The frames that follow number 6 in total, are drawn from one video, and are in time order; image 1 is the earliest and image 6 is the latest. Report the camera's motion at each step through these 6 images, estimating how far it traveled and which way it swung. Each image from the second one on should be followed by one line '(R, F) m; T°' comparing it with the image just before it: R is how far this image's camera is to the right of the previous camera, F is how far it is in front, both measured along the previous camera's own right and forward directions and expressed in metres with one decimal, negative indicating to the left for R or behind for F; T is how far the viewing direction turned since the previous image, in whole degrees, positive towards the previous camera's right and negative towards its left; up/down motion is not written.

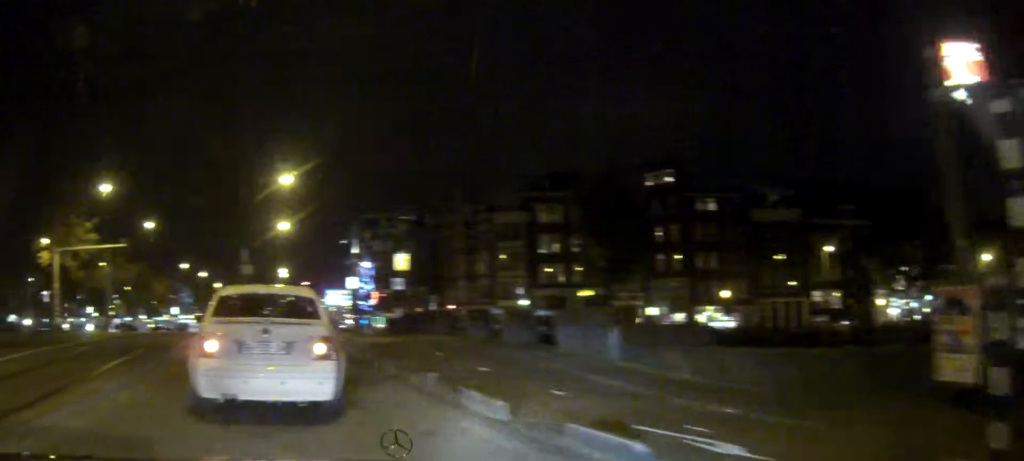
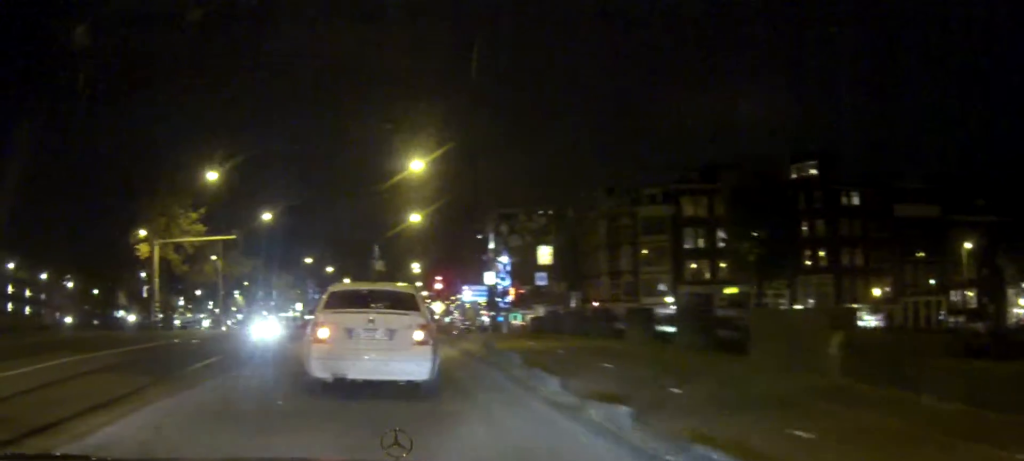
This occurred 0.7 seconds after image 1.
(-0.1, +3.7) m; -2°
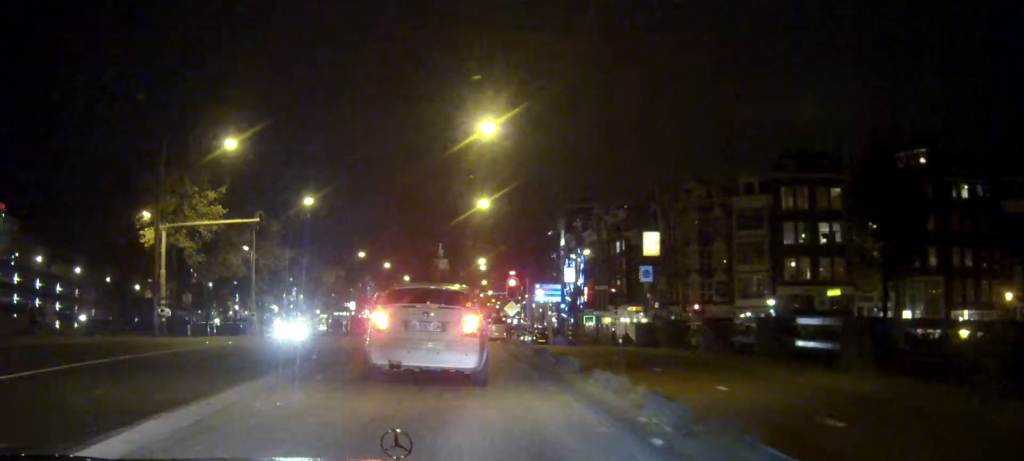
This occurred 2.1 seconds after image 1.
(-0.2, +8.8) m; -1°
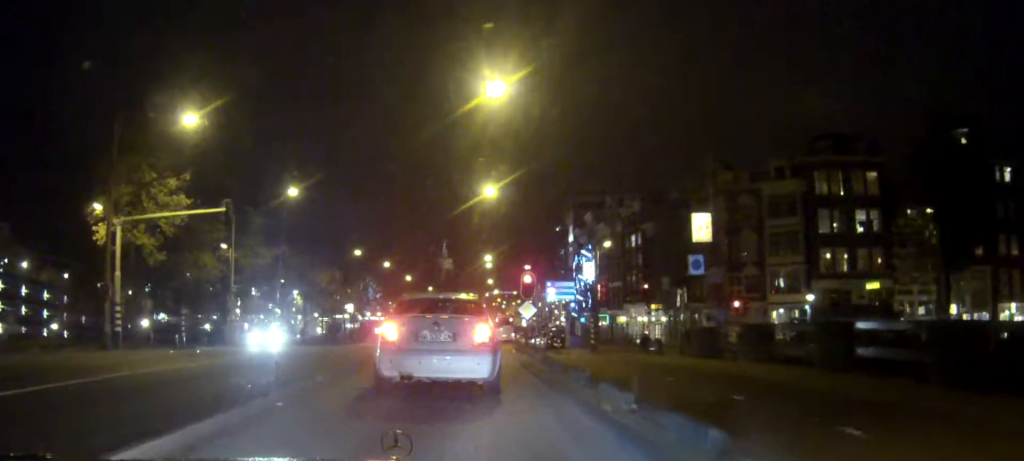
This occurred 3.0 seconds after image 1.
(0.0, +6.0) m; 0°
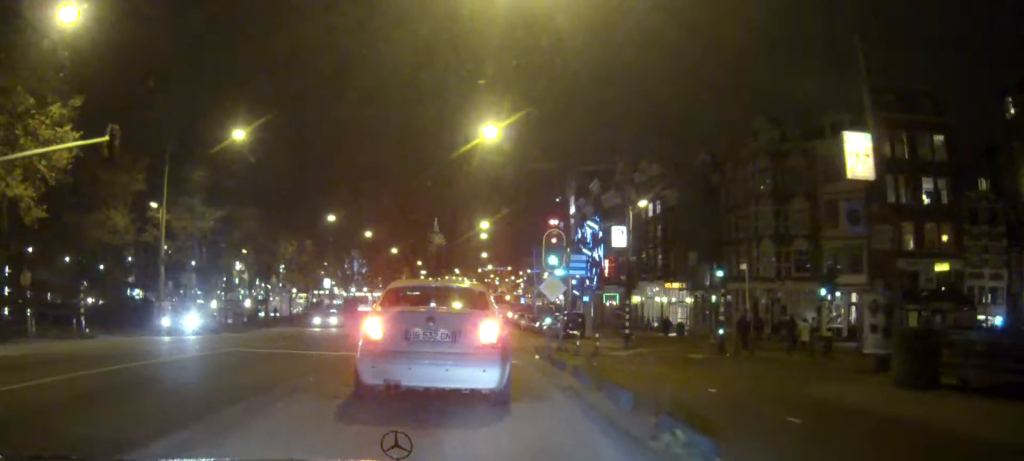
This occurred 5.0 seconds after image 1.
(0.0, +10.6) m; +1°
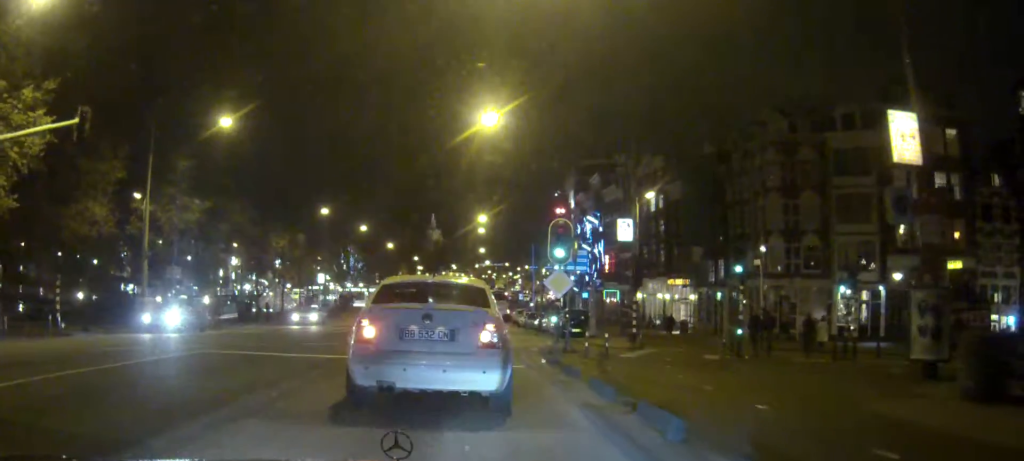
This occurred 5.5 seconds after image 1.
(0.0, +1.9) m; 0°
